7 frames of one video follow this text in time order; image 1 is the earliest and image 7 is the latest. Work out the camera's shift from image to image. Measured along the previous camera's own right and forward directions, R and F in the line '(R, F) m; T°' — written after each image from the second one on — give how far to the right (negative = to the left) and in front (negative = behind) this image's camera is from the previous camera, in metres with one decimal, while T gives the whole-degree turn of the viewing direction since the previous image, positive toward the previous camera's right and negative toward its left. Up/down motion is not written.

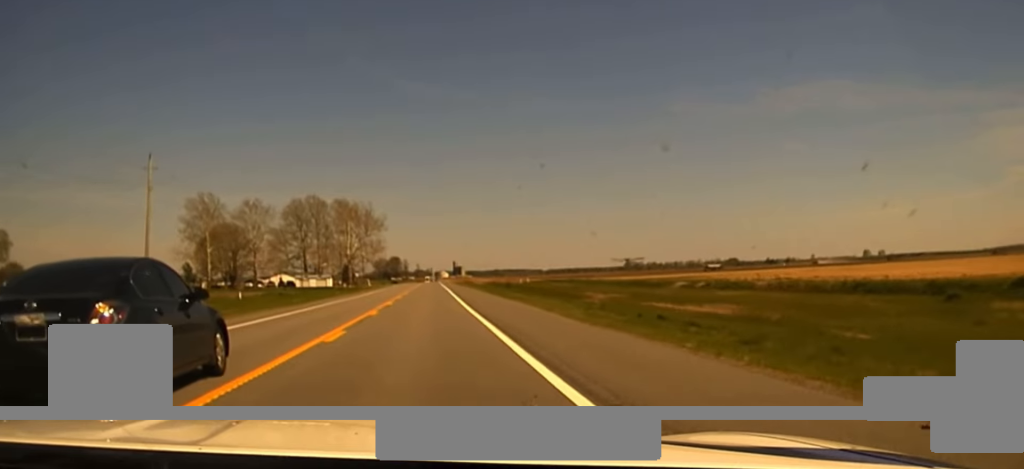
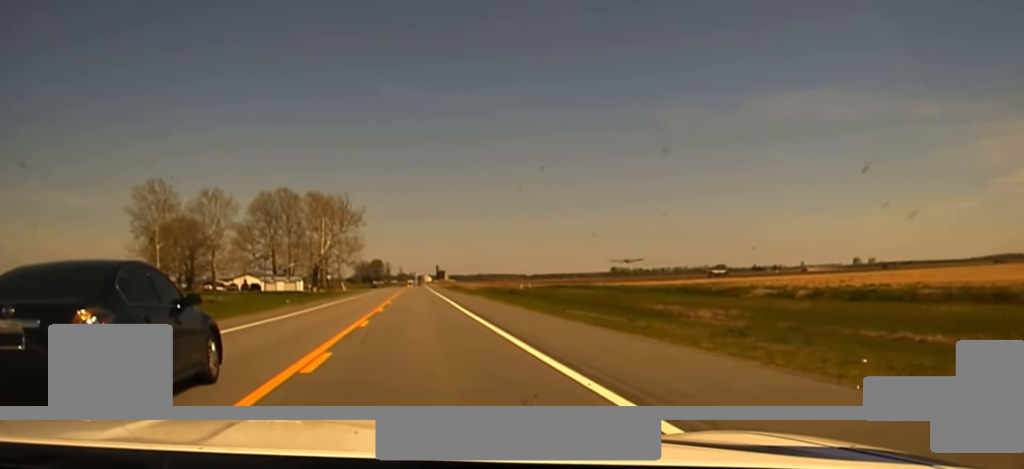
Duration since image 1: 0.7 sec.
(-0.3, +29.5) m; -1°
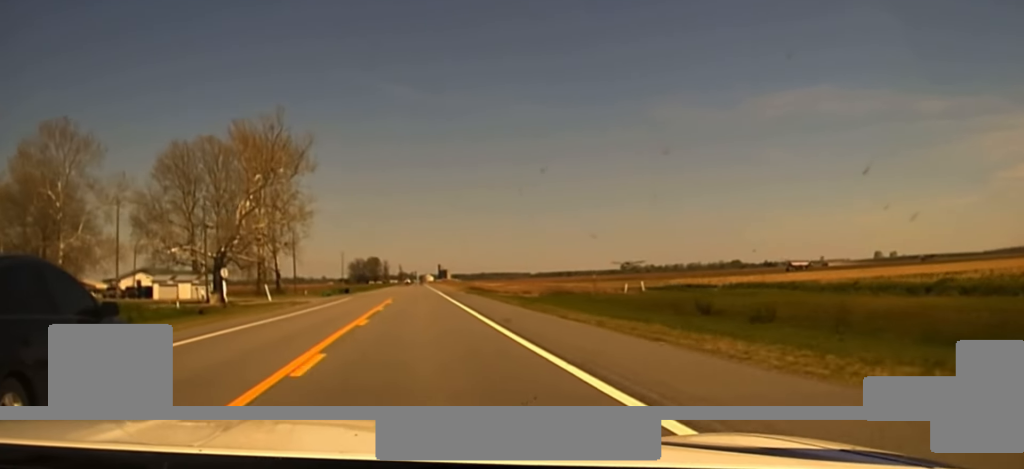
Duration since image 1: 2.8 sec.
(0.0, +84.7) m; 0°
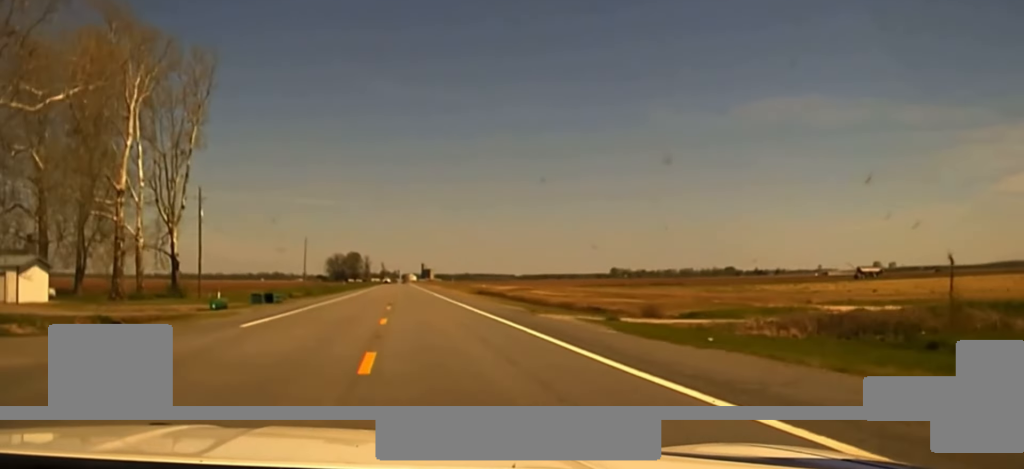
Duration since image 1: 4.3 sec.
(+0.3, +63.5) m; 0°
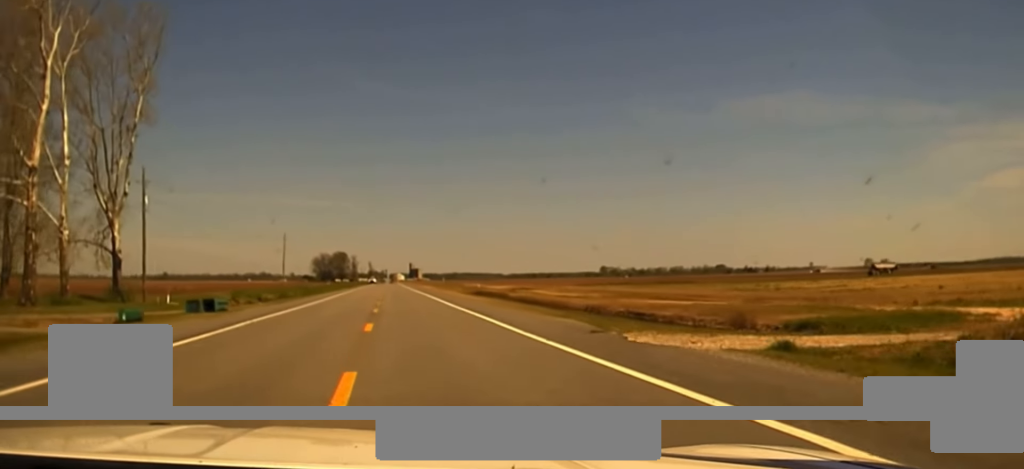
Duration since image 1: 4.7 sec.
(0.0, +15.8) m; 0°
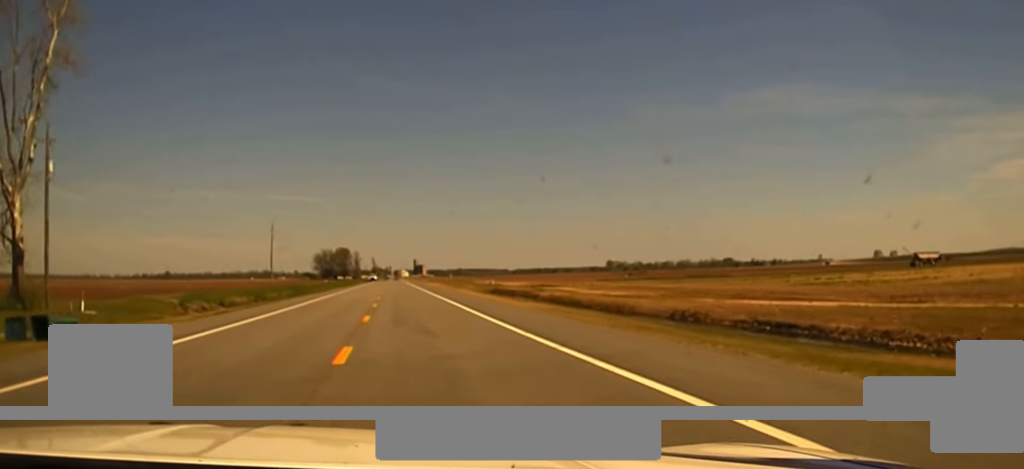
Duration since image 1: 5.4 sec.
(0.0, +21.5) m; +1°
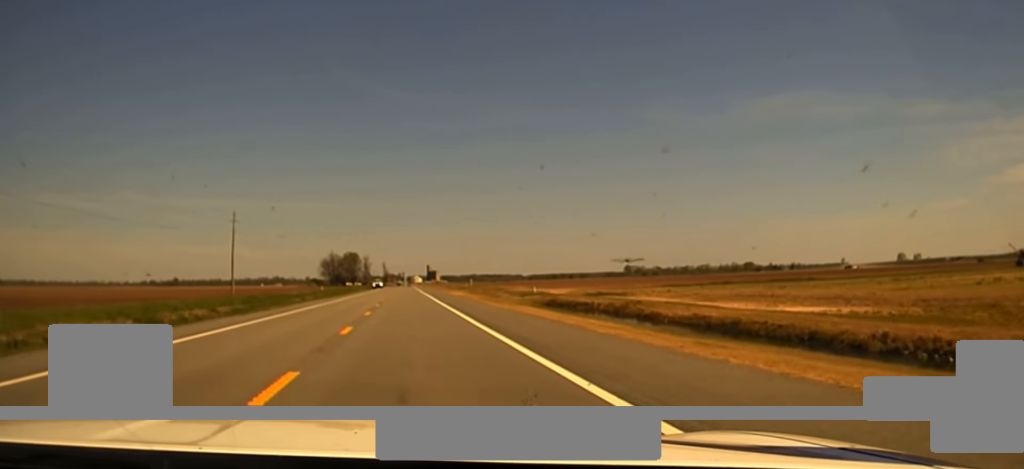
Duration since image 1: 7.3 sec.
(+0.3, +47.0) m; 0°
